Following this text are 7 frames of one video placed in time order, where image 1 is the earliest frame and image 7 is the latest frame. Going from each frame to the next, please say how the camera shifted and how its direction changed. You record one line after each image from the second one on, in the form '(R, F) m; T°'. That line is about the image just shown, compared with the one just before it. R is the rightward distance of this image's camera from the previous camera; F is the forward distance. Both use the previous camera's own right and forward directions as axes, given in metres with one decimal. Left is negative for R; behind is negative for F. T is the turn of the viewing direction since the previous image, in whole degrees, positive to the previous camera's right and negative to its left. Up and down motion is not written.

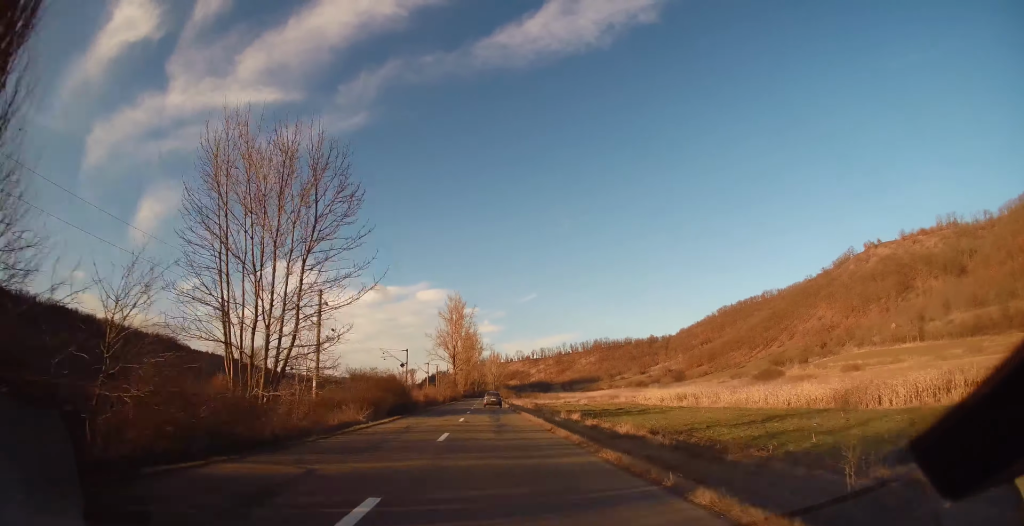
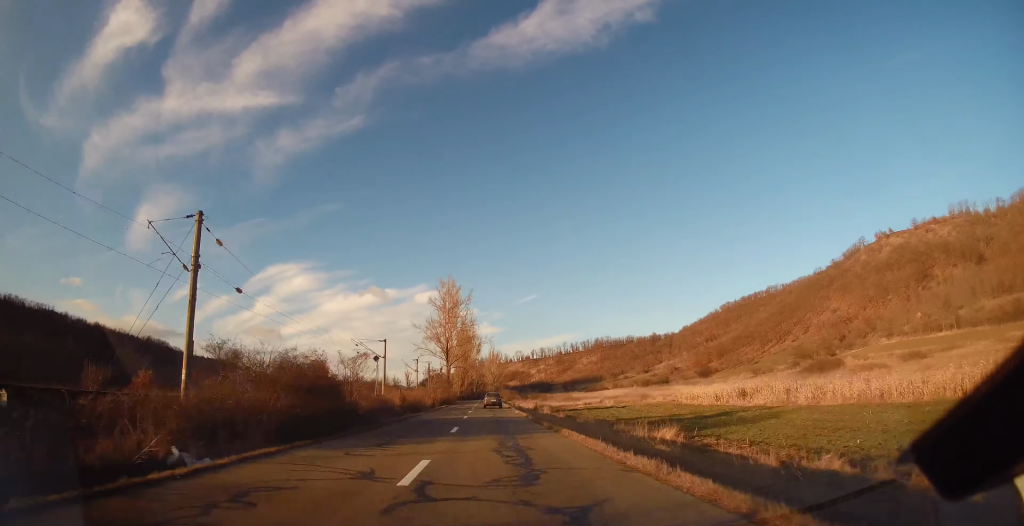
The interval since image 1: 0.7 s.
(-0.2, +19.0) m; 0°
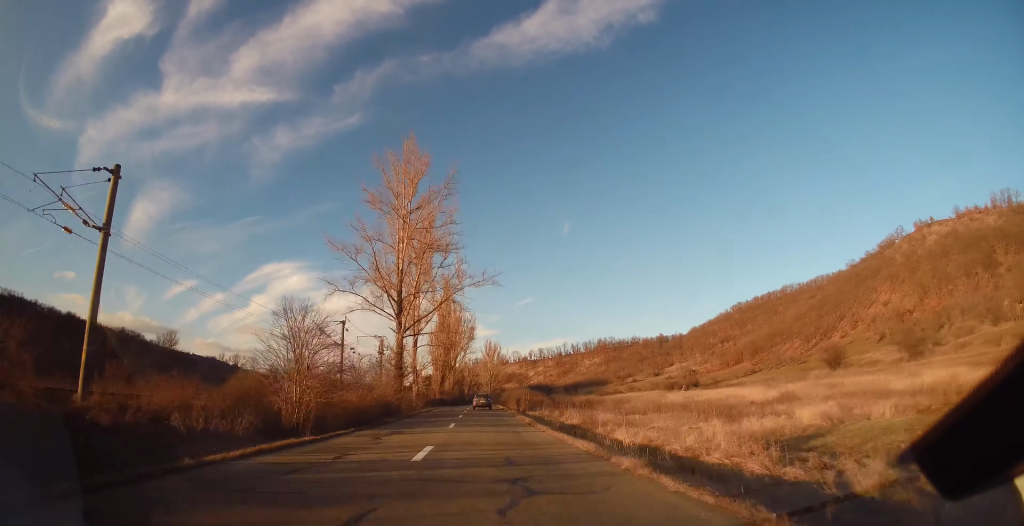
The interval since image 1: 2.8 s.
(+0.5, +54.2) m; +1°
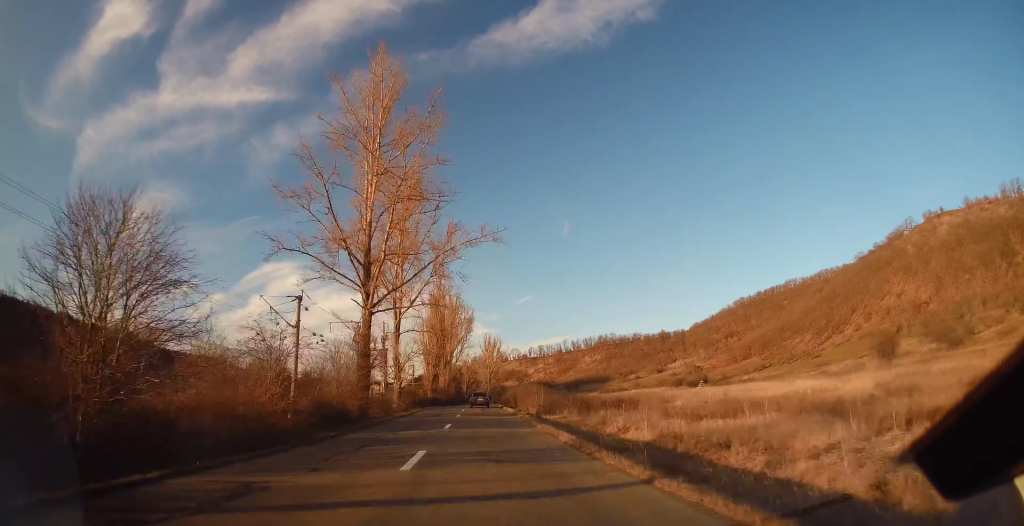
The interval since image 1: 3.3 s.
(0.0, +12.8) m; 0°
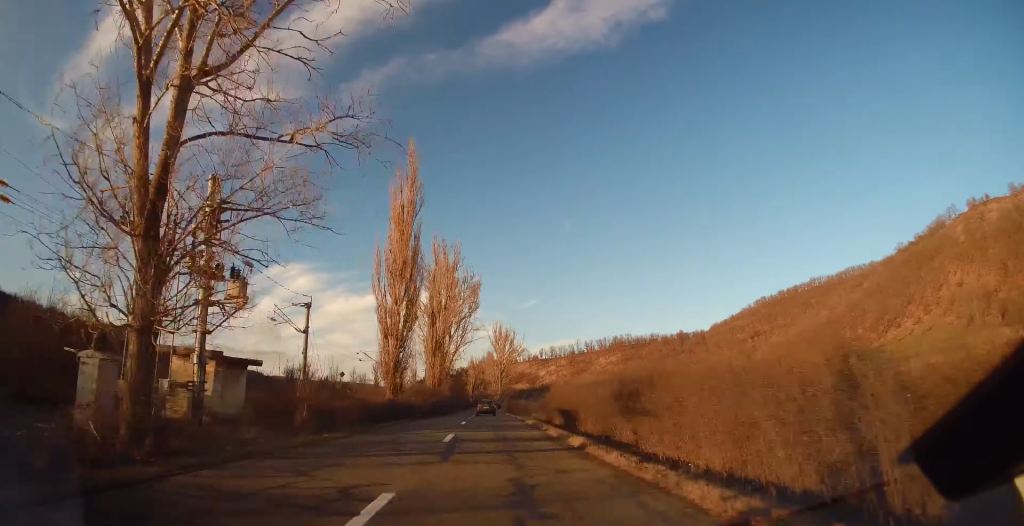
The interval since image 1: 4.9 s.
(0.0, +40.1) m; 0°
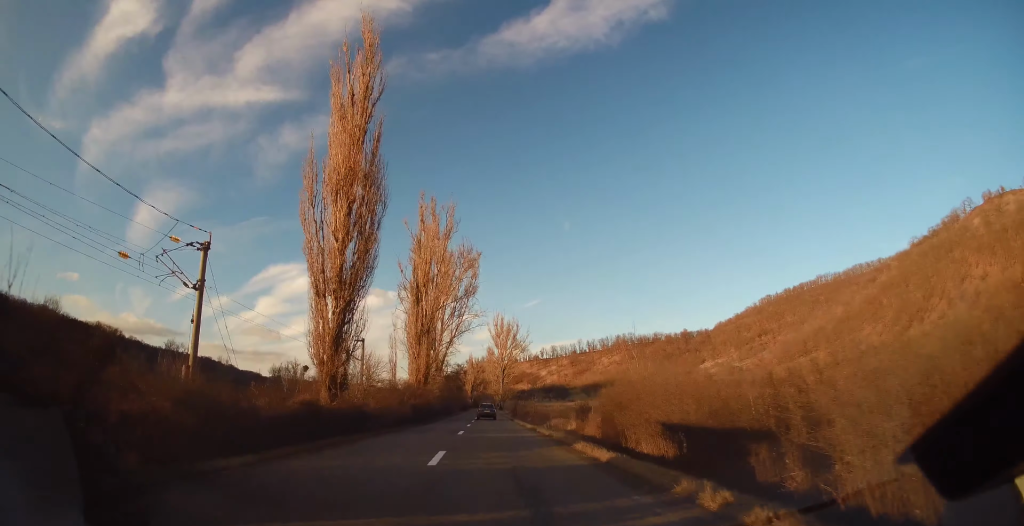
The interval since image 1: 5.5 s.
(0.0, +16.3) m; 0°
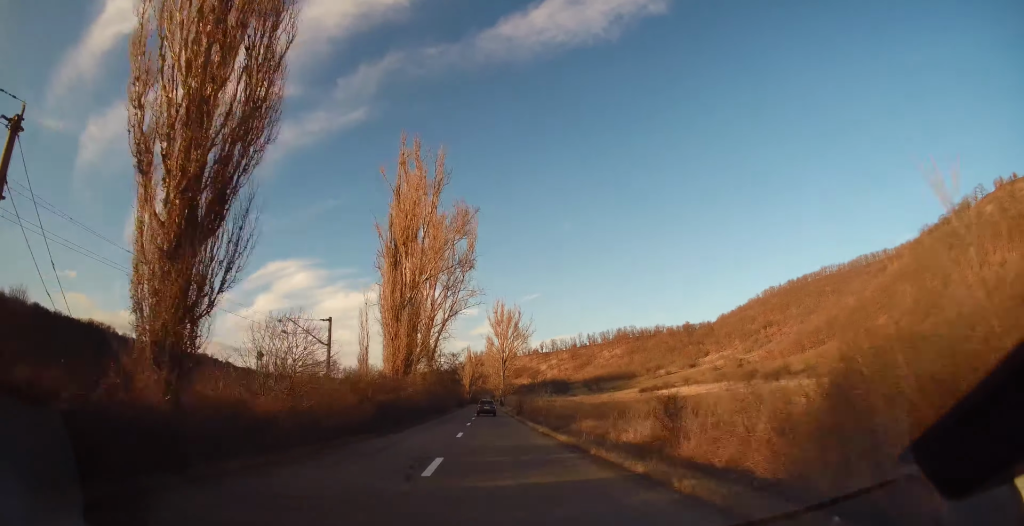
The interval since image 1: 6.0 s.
(0.0, +12.9) m; 0°
